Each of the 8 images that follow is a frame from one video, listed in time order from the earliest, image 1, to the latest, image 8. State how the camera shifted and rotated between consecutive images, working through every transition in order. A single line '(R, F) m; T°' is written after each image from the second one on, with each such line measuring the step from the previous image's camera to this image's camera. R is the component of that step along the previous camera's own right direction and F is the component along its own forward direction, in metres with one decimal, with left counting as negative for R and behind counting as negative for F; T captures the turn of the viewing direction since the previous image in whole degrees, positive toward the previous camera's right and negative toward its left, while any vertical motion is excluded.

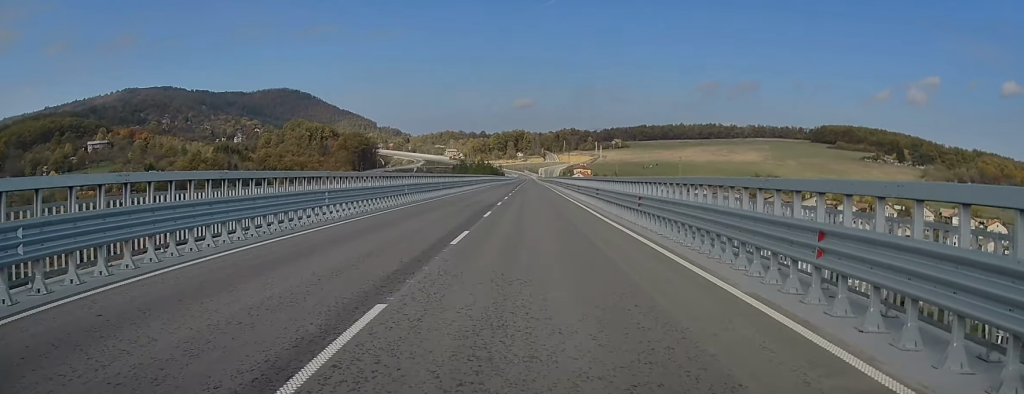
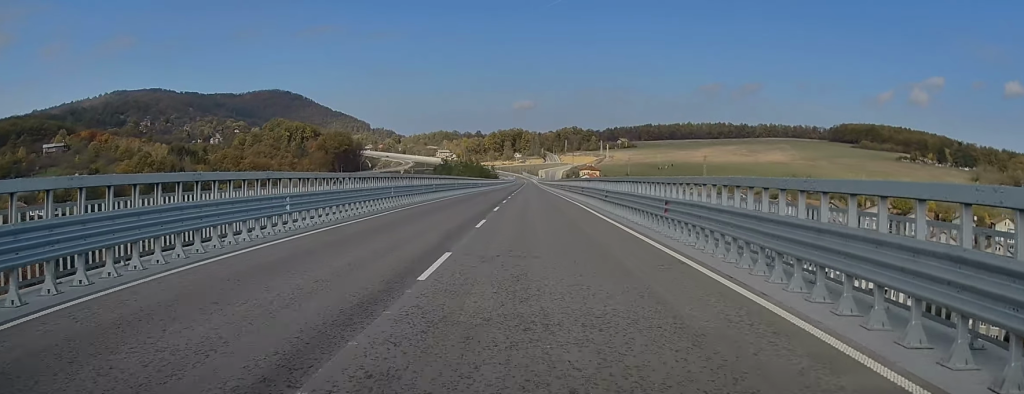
(-0.1, +58.4) m; 0°
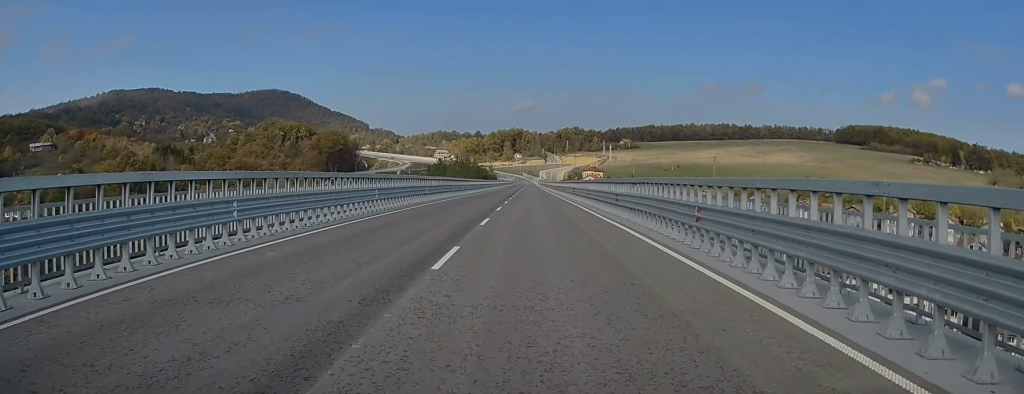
(0.0, +16.3) m; 0°
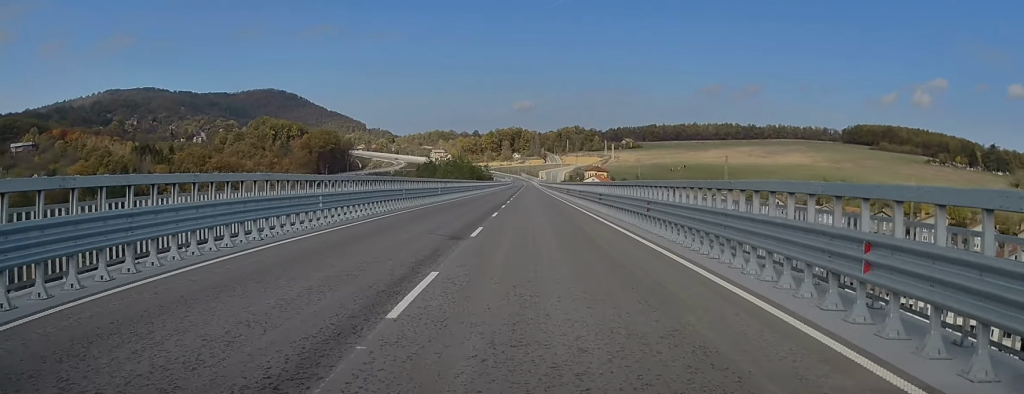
(+0.1, +21.1) m; 0°
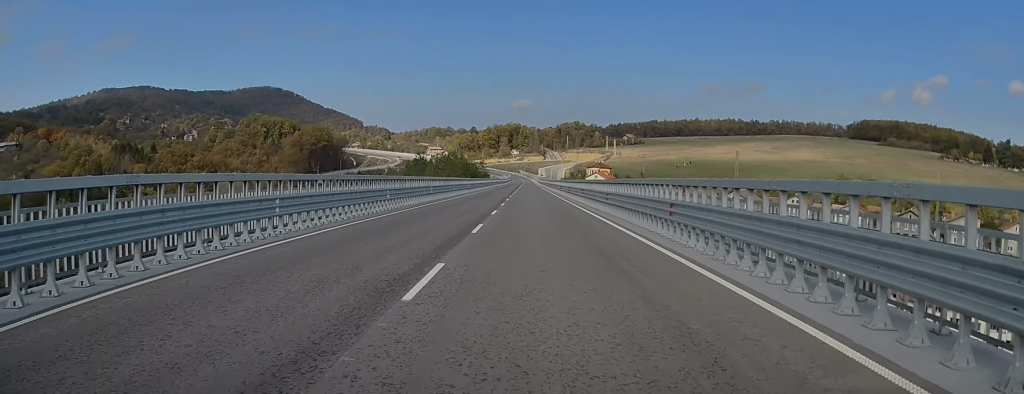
(0.0, +17.3) m; 0°
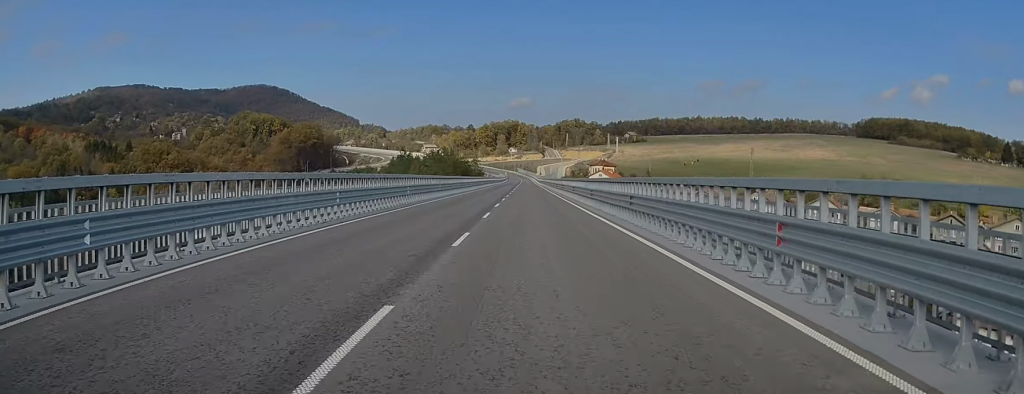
(0.0, +20.4) m; 0°
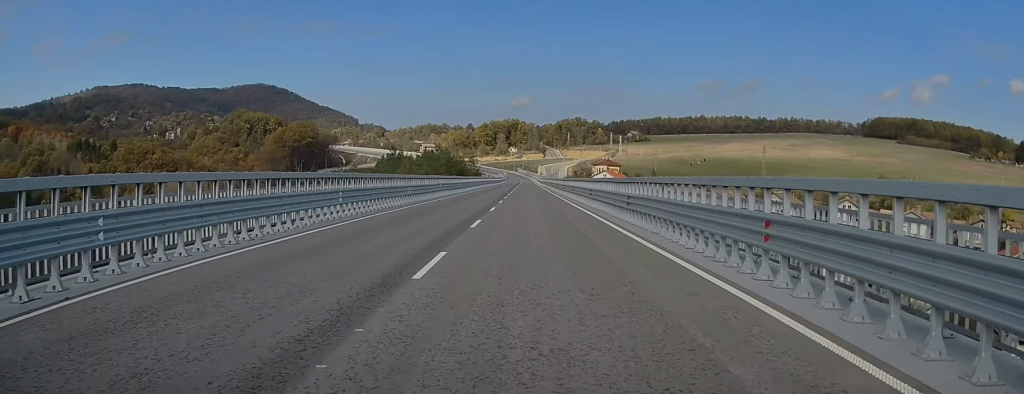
(0.0, +13.6) m; 0°
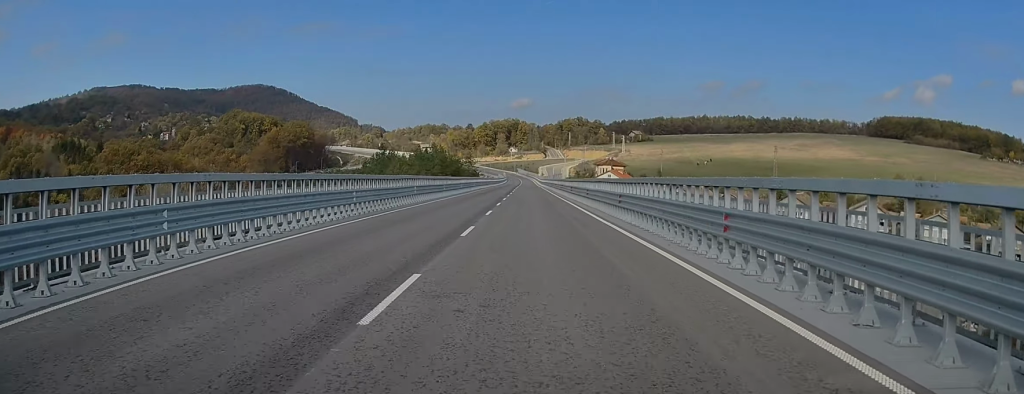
(0.0, +11.4) m; 0°
